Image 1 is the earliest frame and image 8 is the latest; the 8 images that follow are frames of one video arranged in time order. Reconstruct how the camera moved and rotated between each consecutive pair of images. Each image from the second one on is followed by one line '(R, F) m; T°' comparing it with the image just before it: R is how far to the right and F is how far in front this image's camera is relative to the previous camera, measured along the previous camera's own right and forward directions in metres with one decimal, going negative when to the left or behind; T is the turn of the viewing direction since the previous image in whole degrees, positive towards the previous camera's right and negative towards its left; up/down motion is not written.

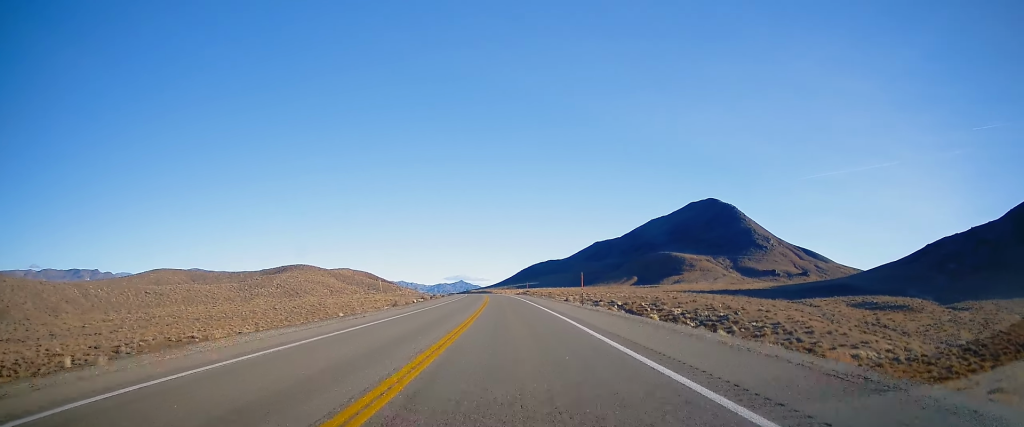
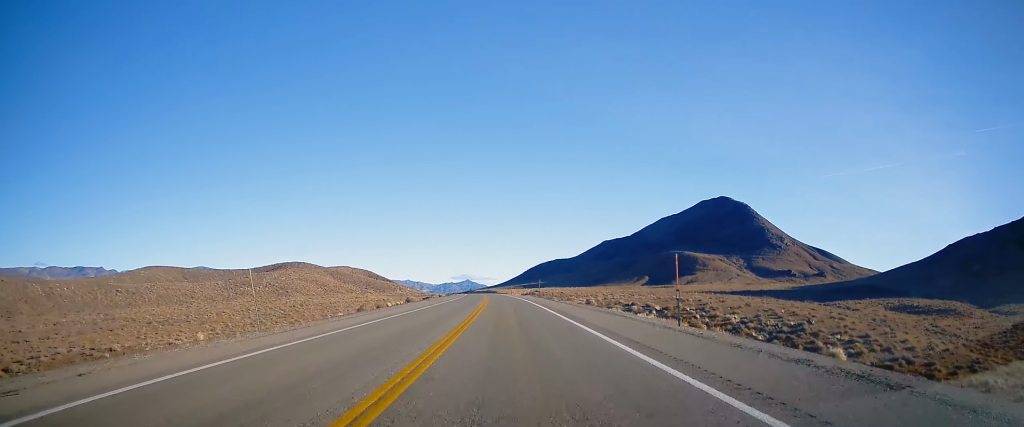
(-0.1, +21.3) m; 0°
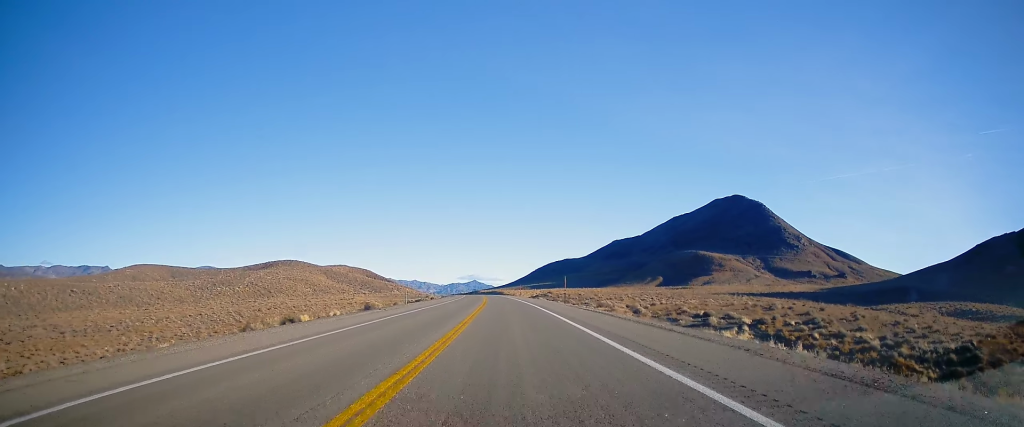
(0.0, +27.1) m; 0°
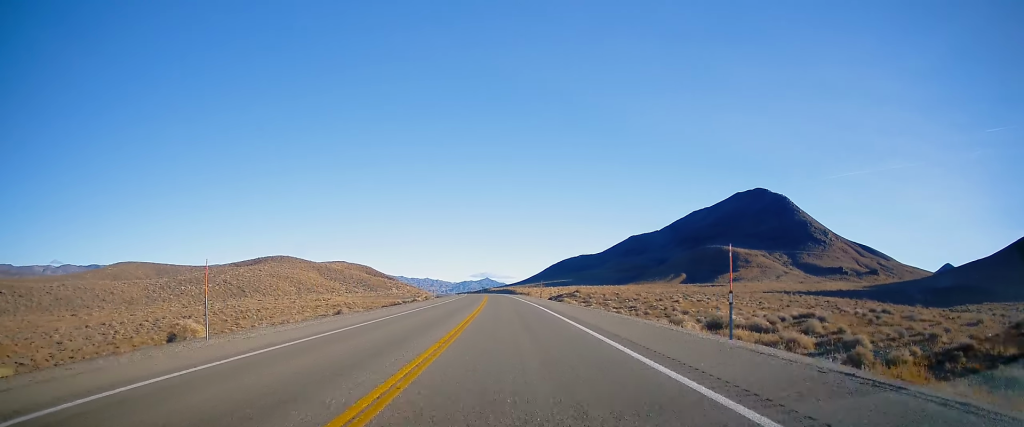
(0.0, +35.4) m; -1°
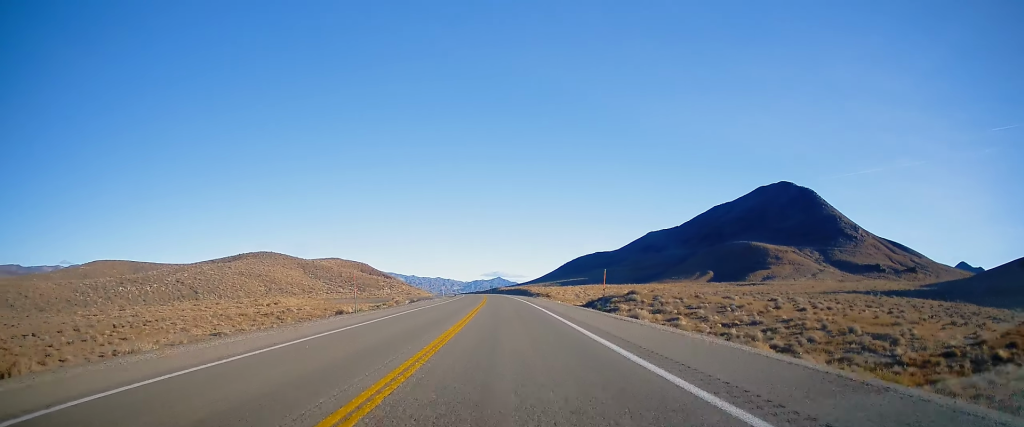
(-0.9, +41.3) m; -2°
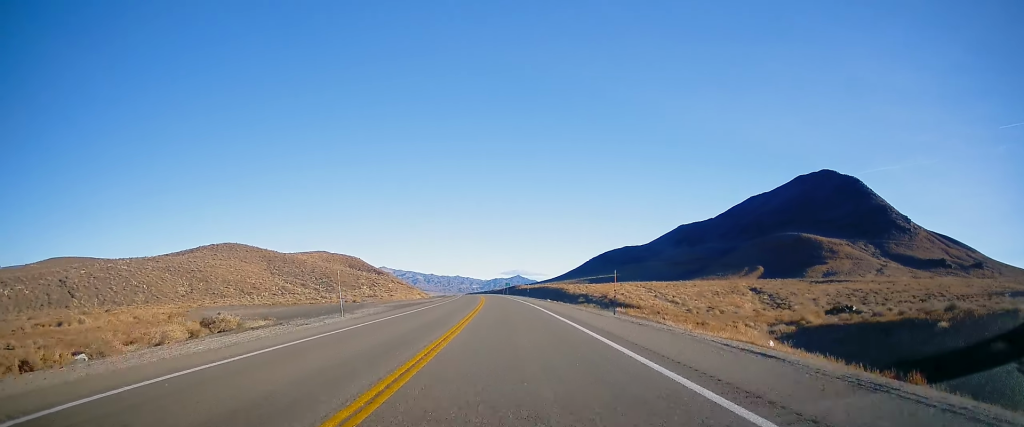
(-1.1, +62.5) m; -1°
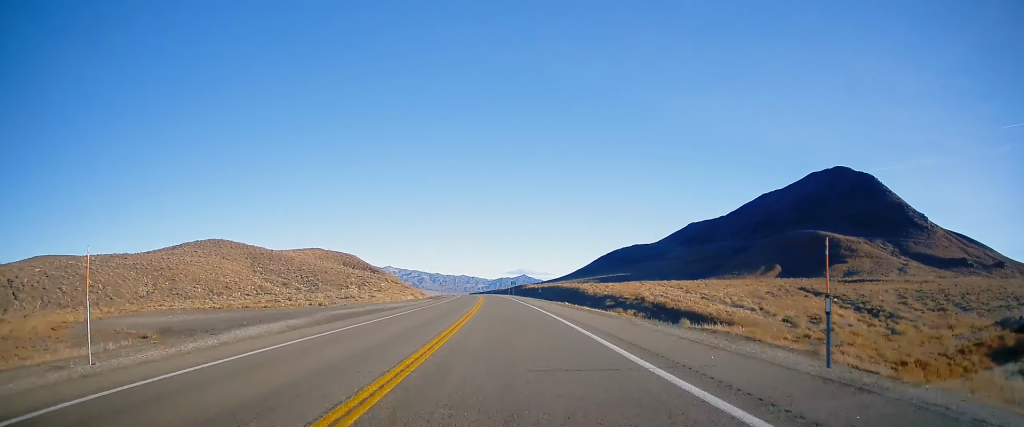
(0.0, +18.9) m; 0°
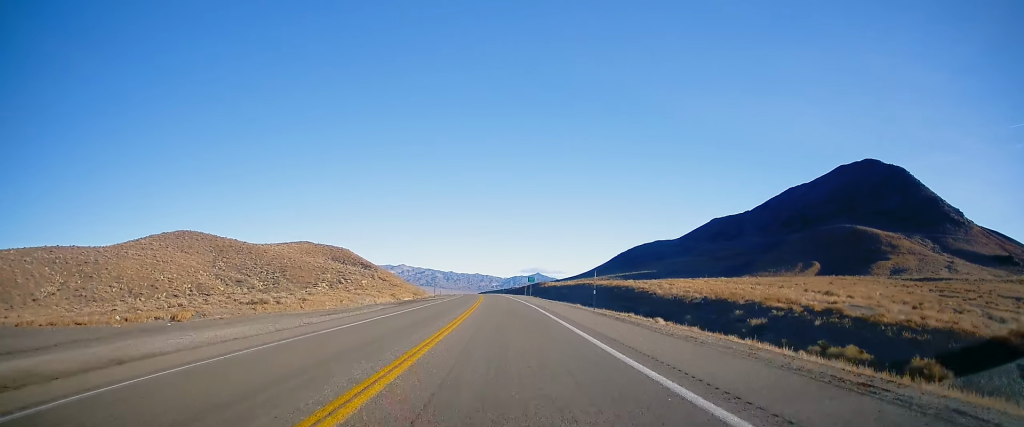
(-0.1, +35.6) m; -1°
